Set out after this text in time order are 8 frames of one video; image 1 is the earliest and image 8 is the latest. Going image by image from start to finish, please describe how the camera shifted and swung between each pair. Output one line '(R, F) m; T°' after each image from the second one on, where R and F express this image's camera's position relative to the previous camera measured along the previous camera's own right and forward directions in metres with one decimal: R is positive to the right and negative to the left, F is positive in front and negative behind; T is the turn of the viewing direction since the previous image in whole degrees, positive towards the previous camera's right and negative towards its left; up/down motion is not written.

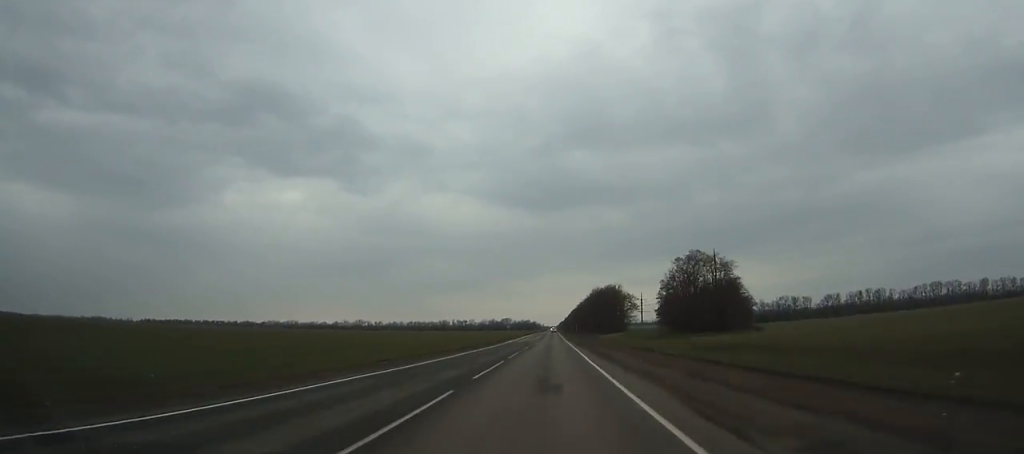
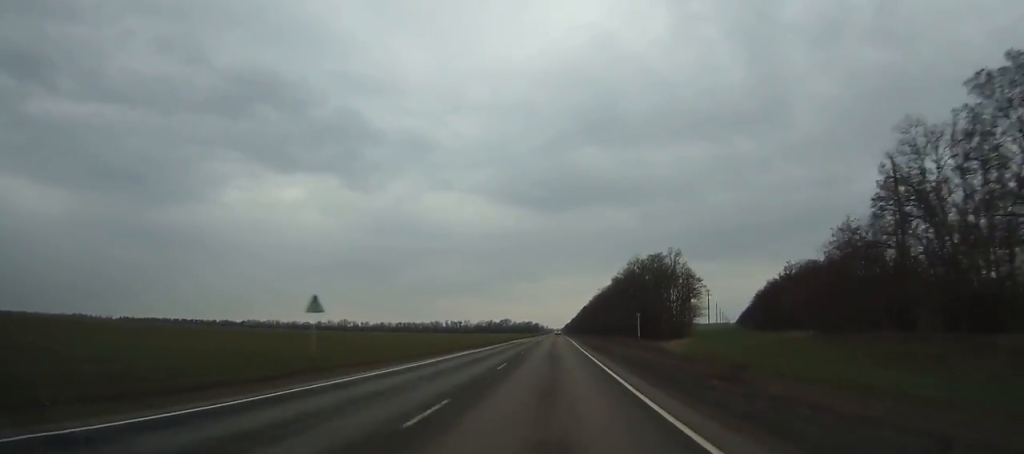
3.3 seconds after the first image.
(-0.7, +96.3) m; 0°
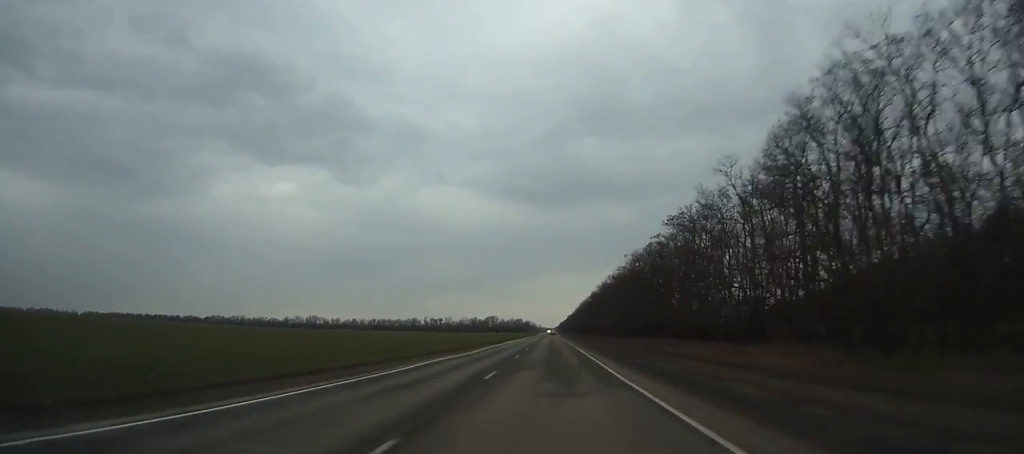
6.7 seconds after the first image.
(+0.1, +98.9) m; 0°
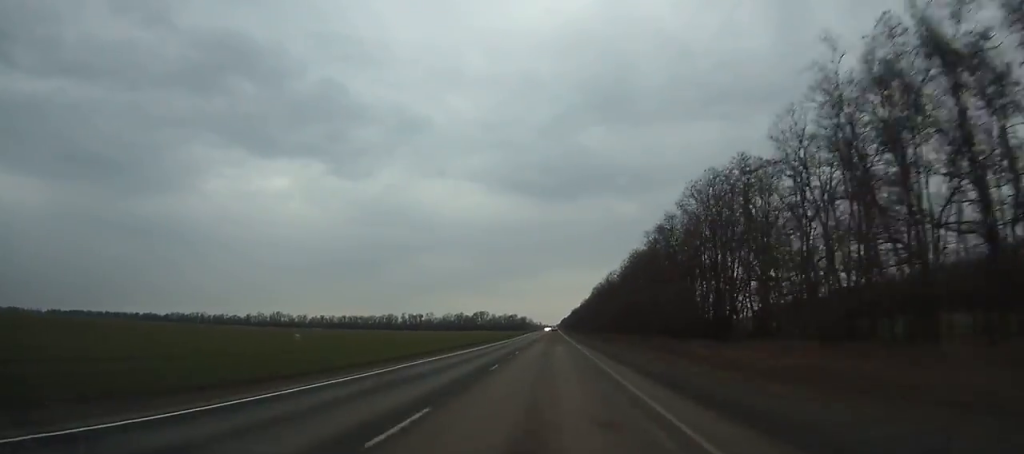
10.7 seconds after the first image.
(+0.5, +116.3) m; 0°
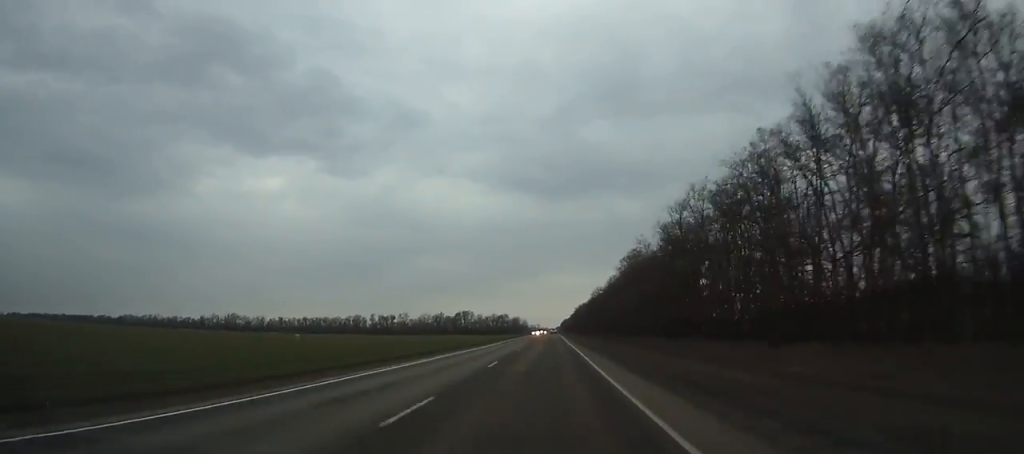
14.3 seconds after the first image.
(0.0, +105.0) m; 0°
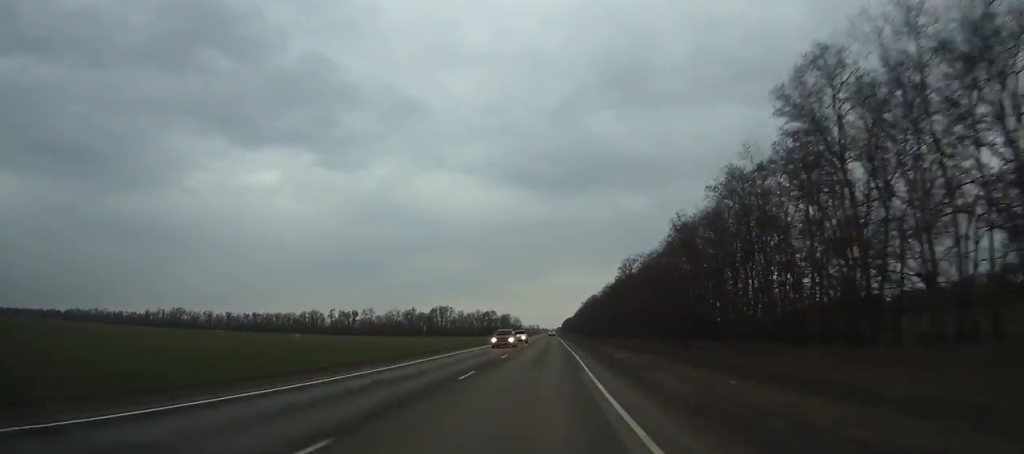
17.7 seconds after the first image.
(-0.5, +99.8) m; 0°
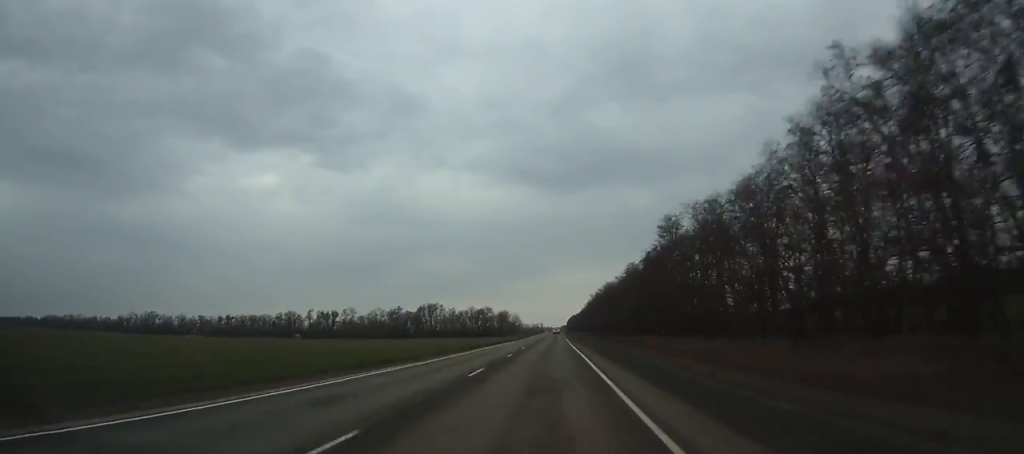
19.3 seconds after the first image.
(-0.1, +47.1) m; 0°
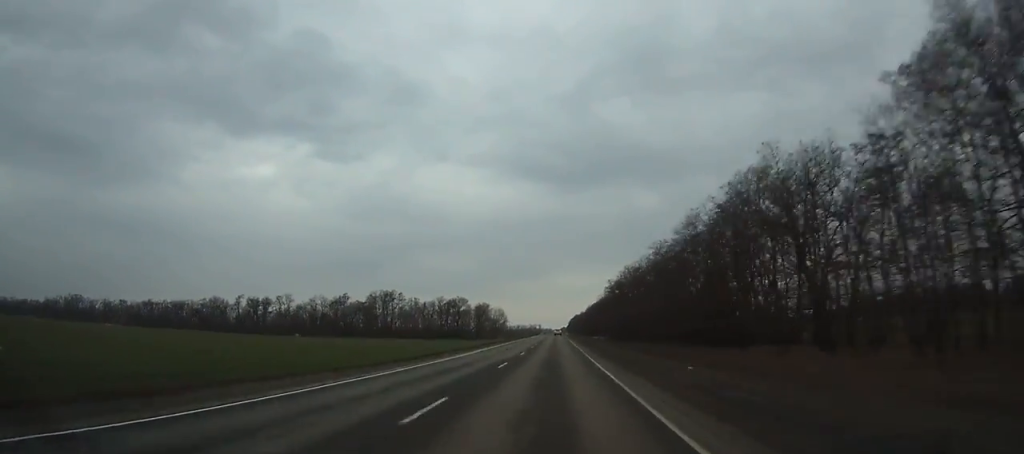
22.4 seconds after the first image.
(+0.3, +91.7) m; 0°
